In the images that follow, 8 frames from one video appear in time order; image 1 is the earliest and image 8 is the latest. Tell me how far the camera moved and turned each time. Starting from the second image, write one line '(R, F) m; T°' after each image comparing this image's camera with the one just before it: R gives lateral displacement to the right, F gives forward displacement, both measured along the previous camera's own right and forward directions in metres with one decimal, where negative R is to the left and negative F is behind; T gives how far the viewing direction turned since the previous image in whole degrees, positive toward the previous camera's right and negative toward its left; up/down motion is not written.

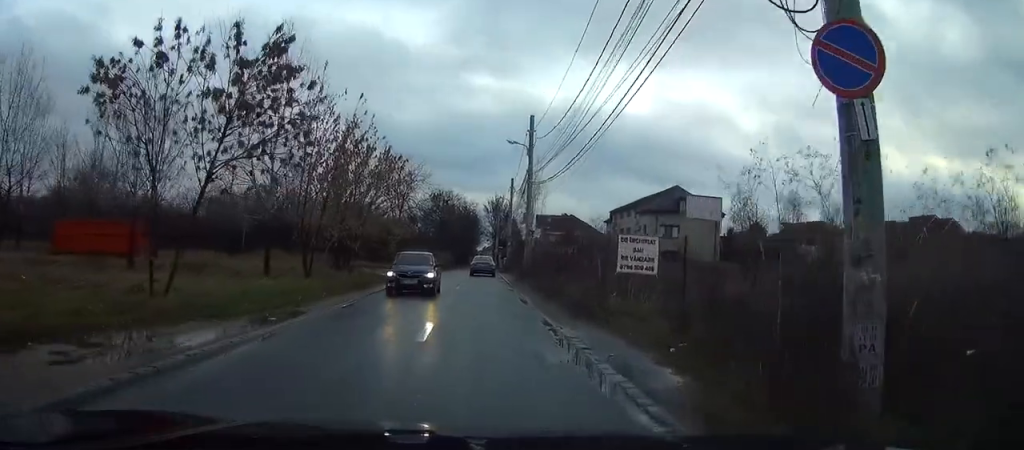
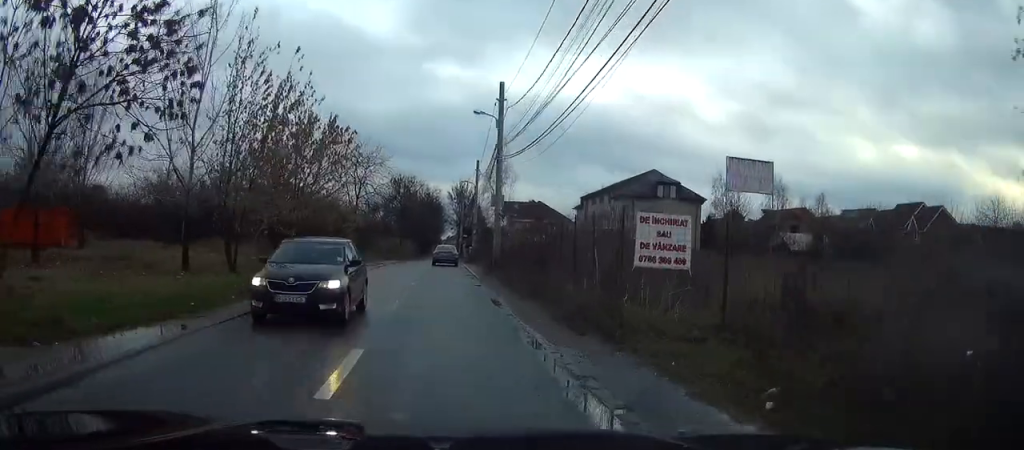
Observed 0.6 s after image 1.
(0.0, +5.1) m; +1°
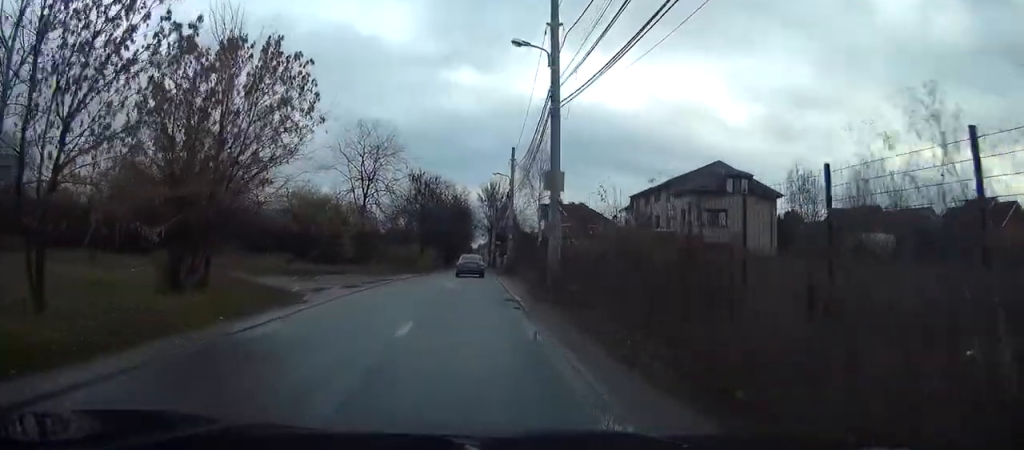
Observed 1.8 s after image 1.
(+0.2, +12.5) m; +1°
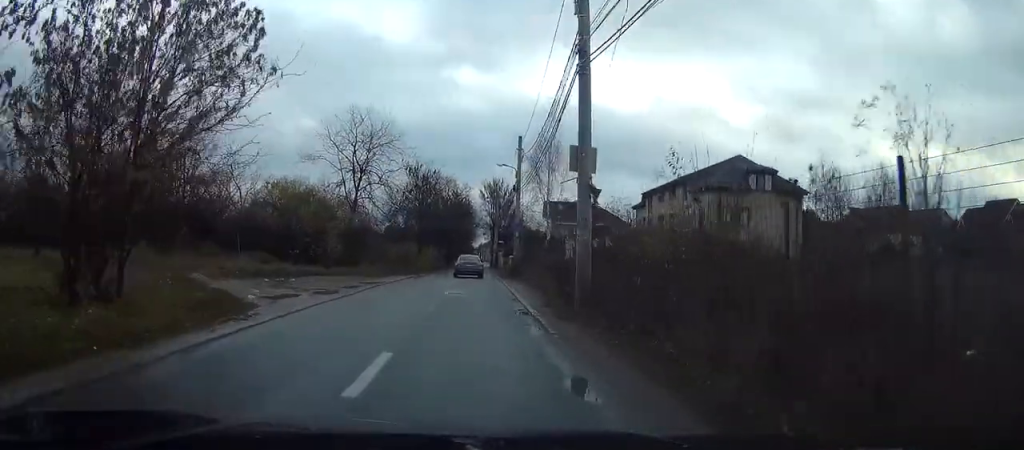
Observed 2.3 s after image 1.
(0.0, +5.0) m; 0°
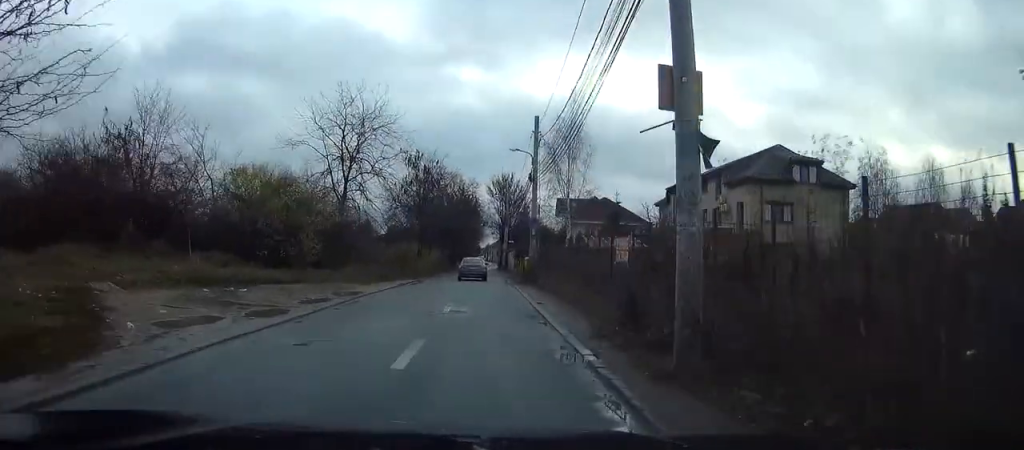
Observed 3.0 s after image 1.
(0.0, +7.2) m; -1°
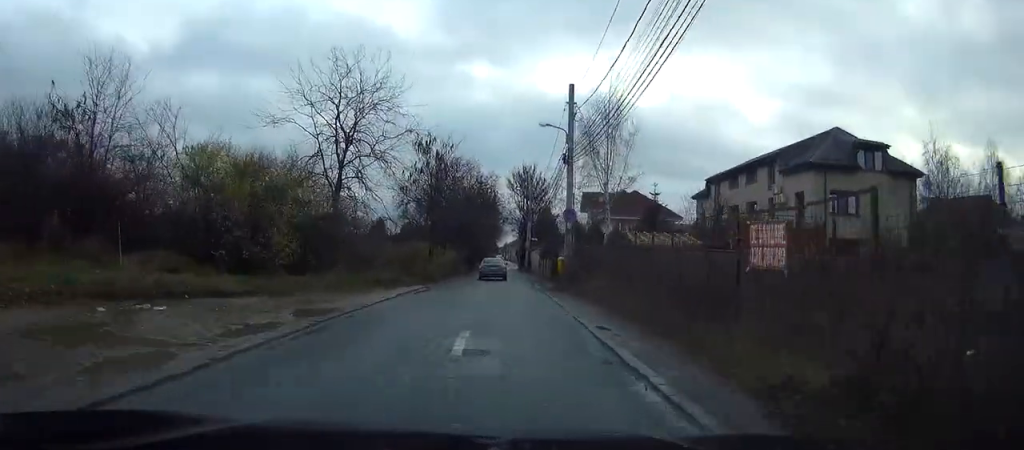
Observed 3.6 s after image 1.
(-0.1, +7.4) m; 0°
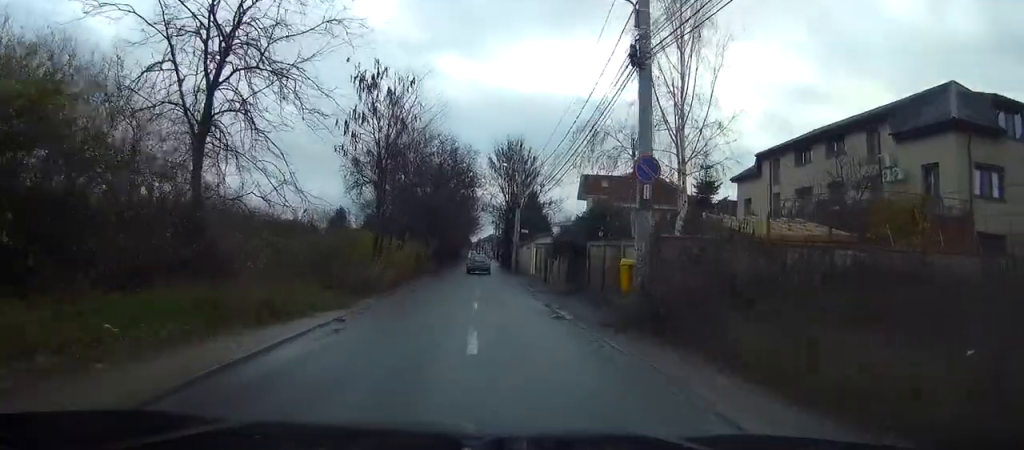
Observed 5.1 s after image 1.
(+0.1, +16.8) m; +1°
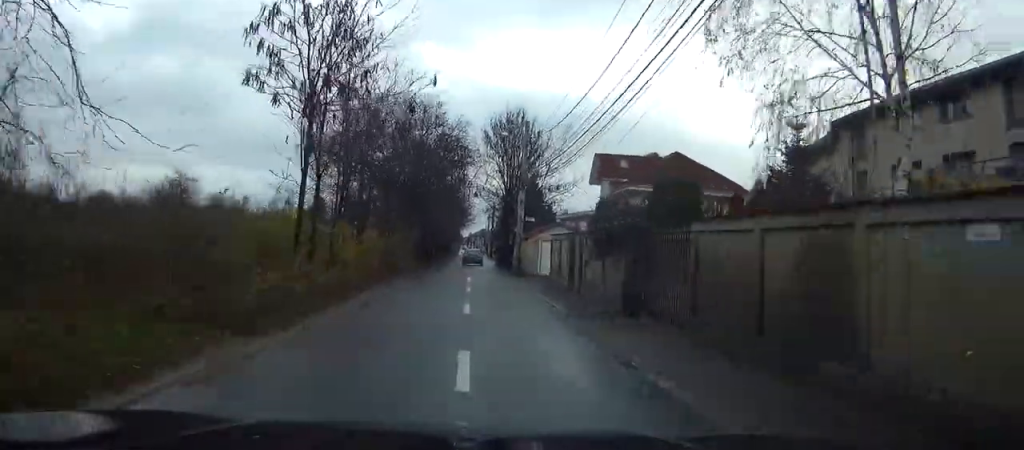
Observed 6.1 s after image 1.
(+0.2, +11.9) m; +1°
